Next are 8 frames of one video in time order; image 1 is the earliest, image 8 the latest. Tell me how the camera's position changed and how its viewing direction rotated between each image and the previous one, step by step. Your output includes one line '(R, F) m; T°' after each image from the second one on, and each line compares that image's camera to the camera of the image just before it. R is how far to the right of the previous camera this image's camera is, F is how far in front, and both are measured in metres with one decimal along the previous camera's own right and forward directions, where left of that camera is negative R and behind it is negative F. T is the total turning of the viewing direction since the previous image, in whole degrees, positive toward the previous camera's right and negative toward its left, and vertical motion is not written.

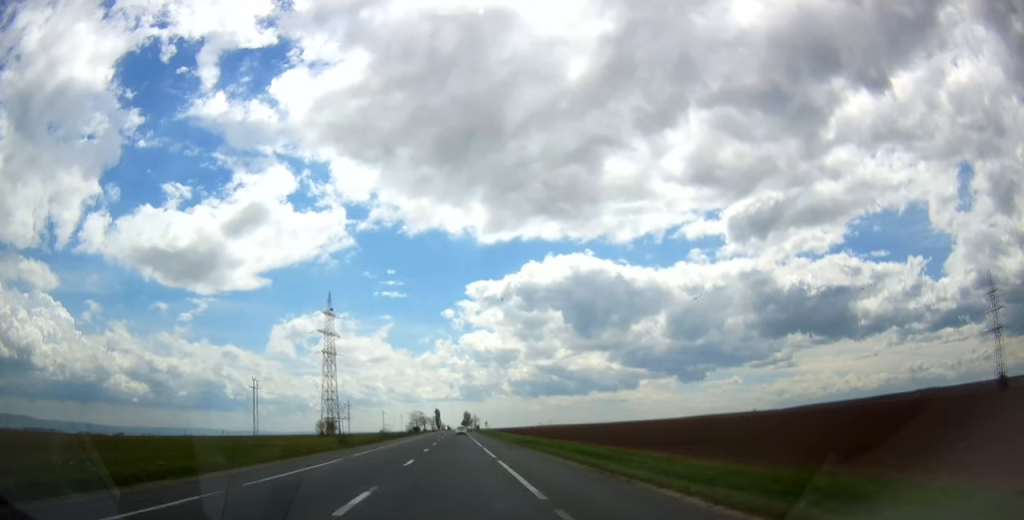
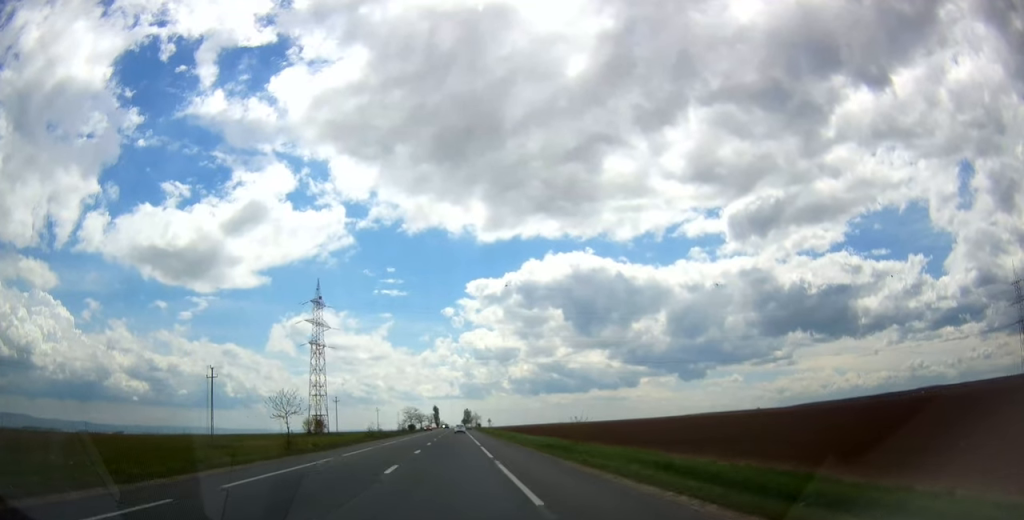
(+0.1, +16.4) m; 0°
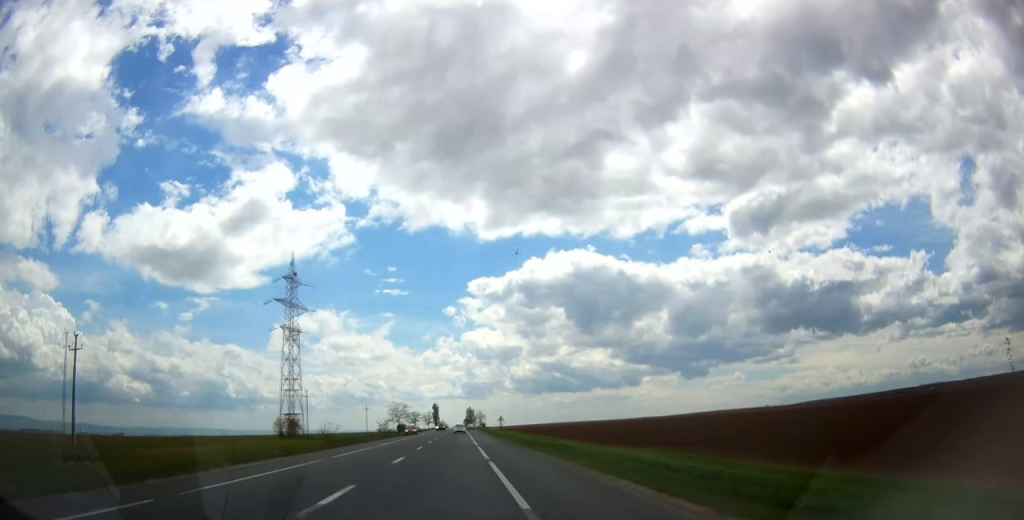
(+0.2, +30.2) m; 0°
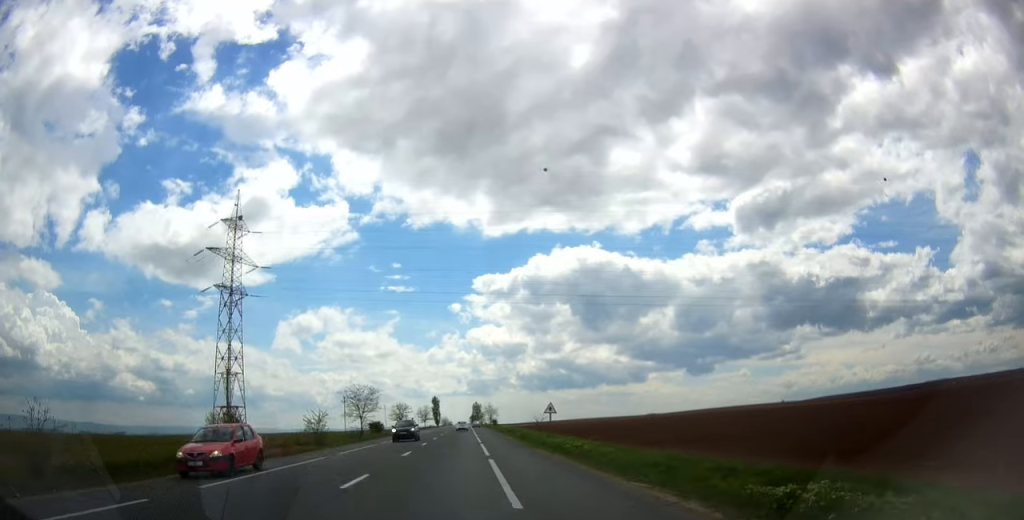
(-0.3, +43.9) m; -1°
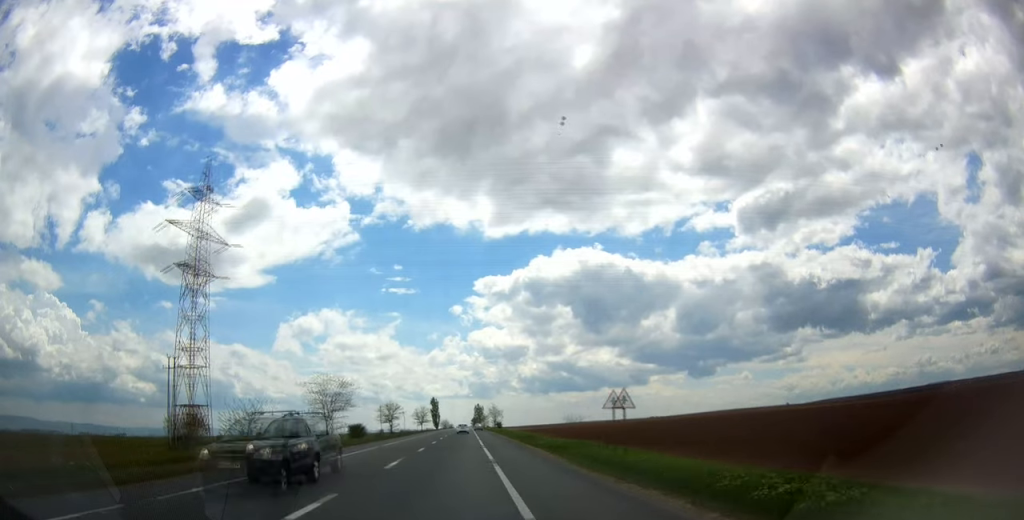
(0.0, +16.5) m; 0°
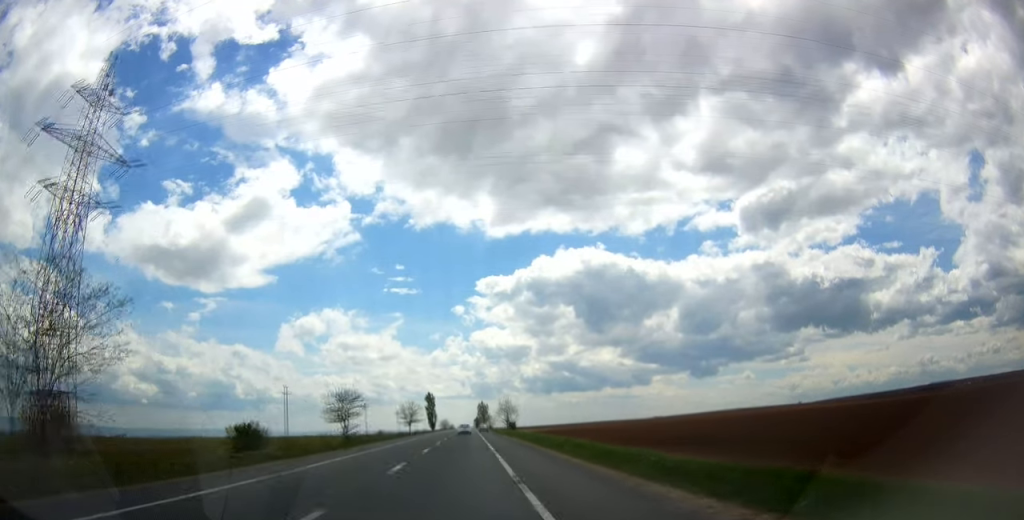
(-0.1, +37.3) m; -1°
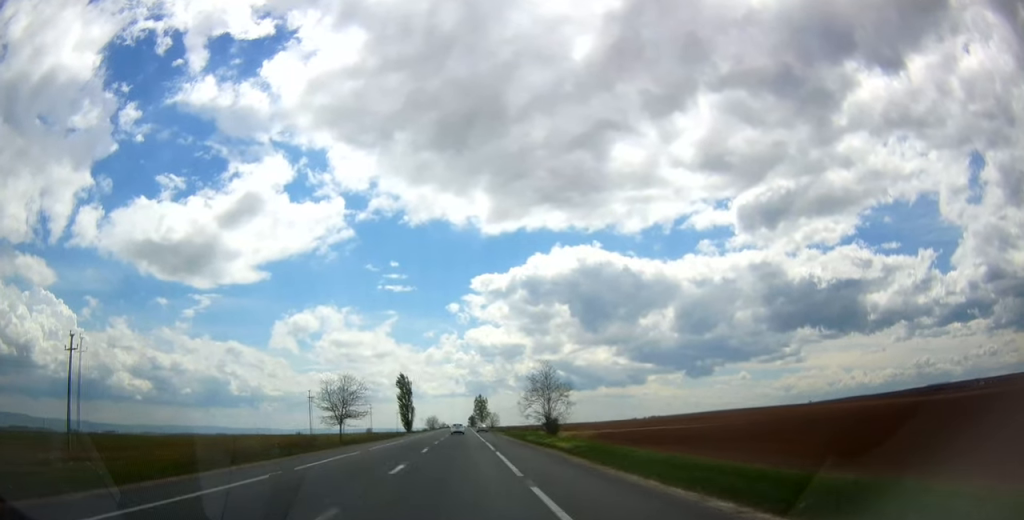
(-0.2, +59.7) m; 0°
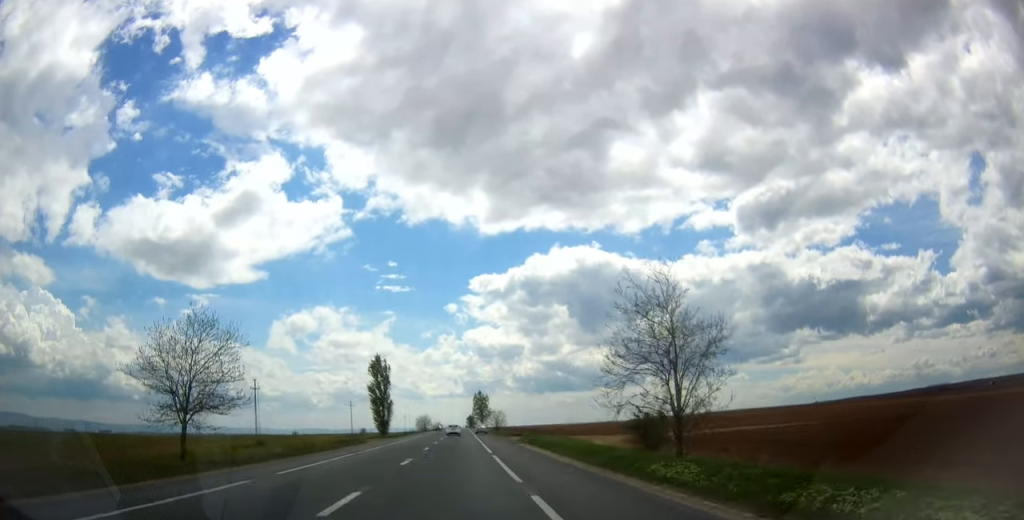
(0.0, +31.9) m; 0°
